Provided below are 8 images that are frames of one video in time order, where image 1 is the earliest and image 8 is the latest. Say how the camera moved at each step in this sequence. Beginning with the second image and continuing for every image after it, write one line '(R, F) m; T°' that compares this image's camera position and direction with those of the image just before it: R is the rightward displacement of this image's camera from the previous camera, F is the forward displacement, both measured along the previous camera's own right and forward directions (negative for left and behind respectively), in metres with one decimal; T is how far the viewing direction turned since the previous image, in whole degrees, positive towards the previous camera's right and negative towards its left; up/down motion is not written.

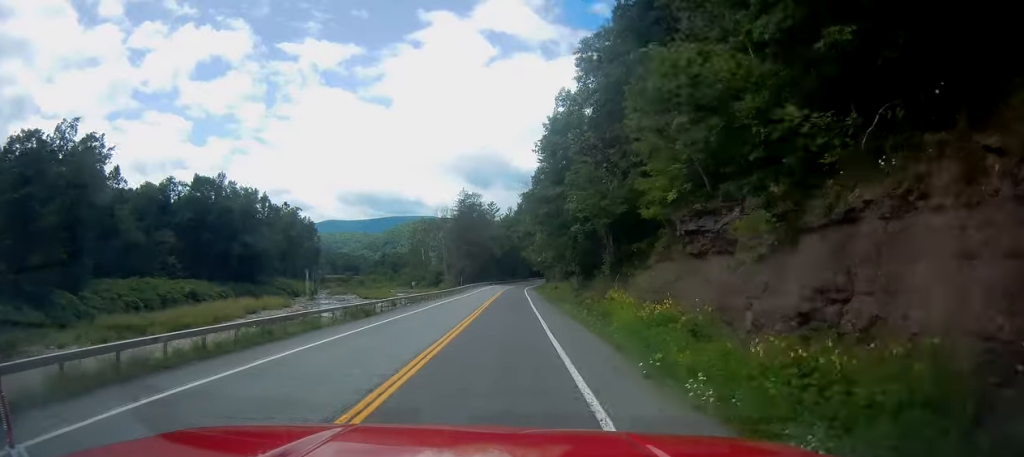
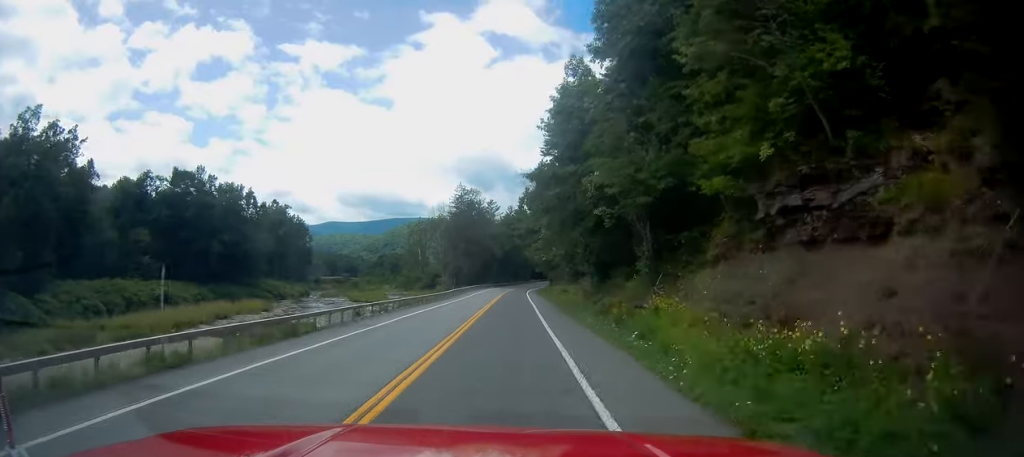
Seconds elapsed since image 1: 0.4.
(0.0, +9.9) m; +1°
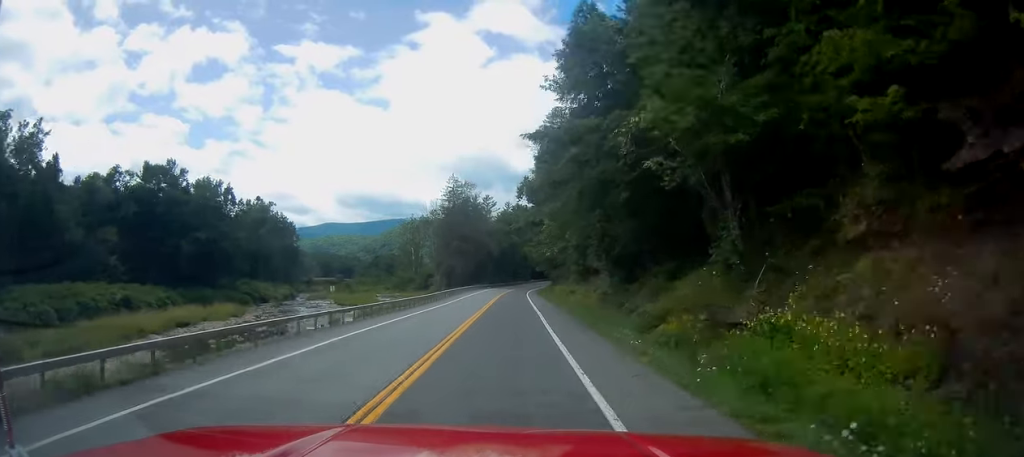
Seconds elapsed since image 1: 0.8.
(0.0, +10.7) m; 0°
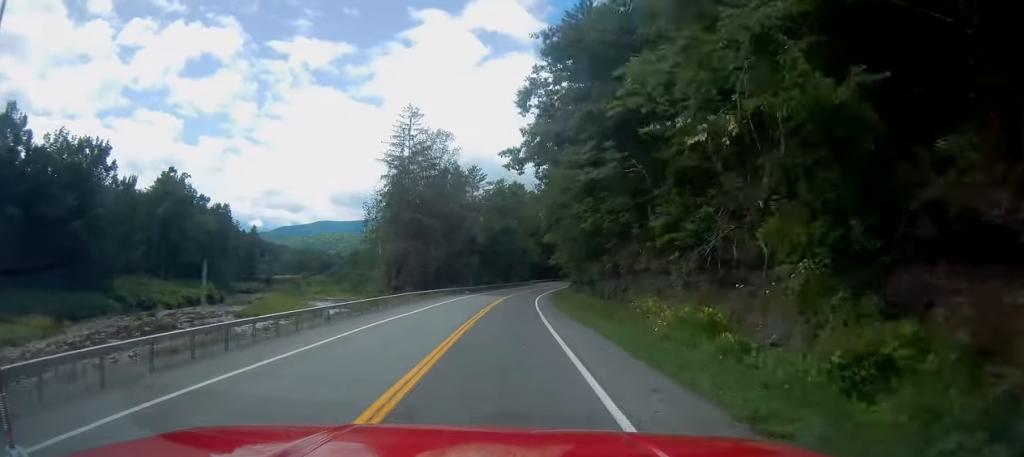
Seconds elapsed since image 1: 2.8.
(+0.5, +47.4) m; -1°
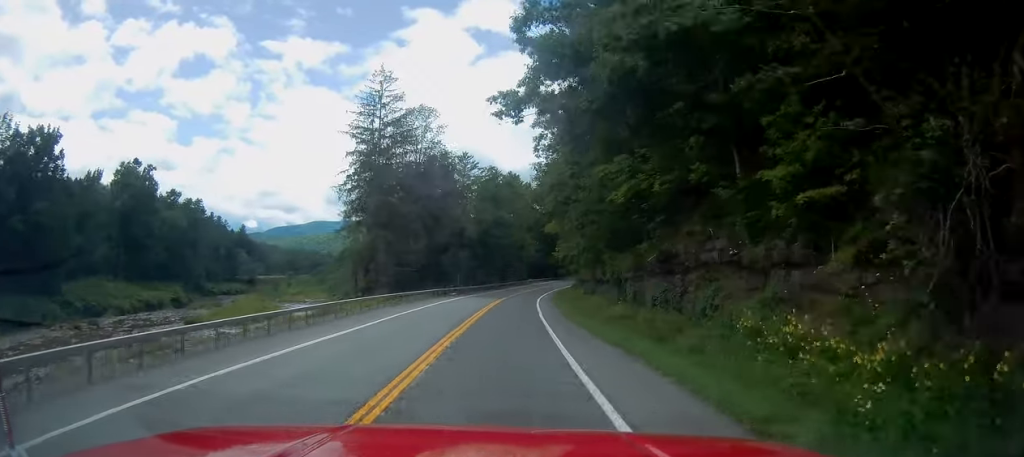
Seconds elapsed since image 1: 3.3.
(-0.3, +12.9) m; 0°
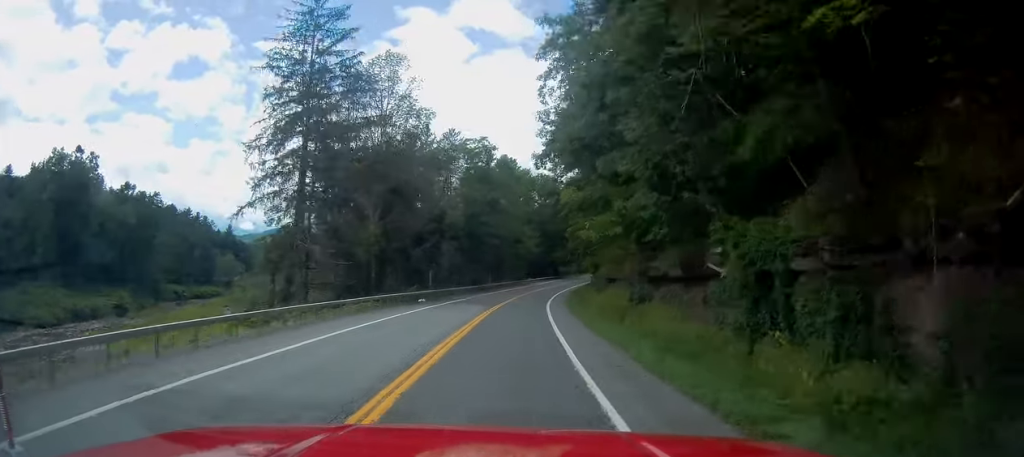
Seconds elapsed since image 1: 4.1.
(0.0, +19.2) m; +1°
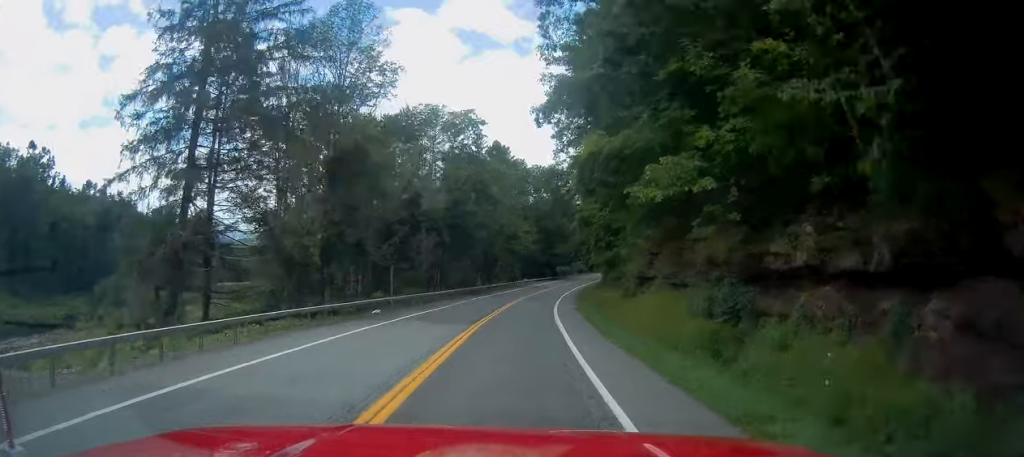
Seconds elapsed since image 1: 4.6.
(0.0, +12.7) m; +1°
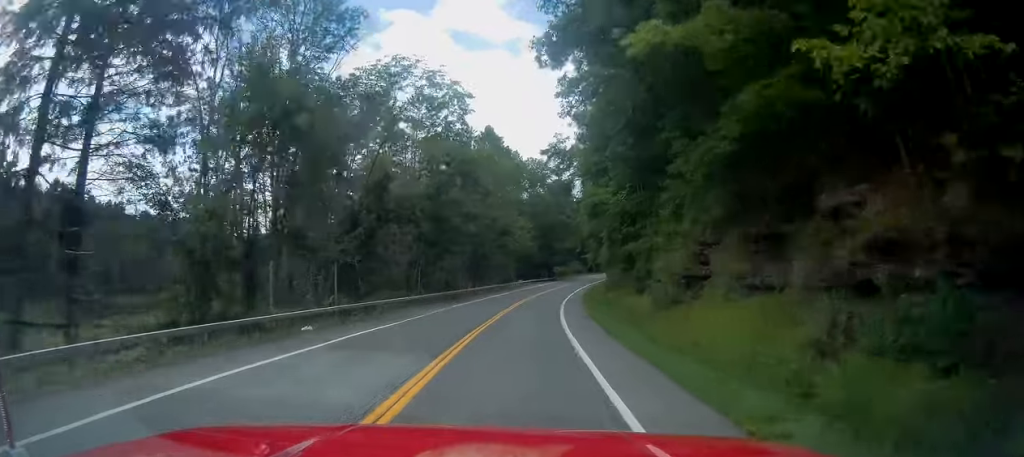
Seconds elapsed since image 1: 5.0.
(+0.2, +9.5) m; +1°
